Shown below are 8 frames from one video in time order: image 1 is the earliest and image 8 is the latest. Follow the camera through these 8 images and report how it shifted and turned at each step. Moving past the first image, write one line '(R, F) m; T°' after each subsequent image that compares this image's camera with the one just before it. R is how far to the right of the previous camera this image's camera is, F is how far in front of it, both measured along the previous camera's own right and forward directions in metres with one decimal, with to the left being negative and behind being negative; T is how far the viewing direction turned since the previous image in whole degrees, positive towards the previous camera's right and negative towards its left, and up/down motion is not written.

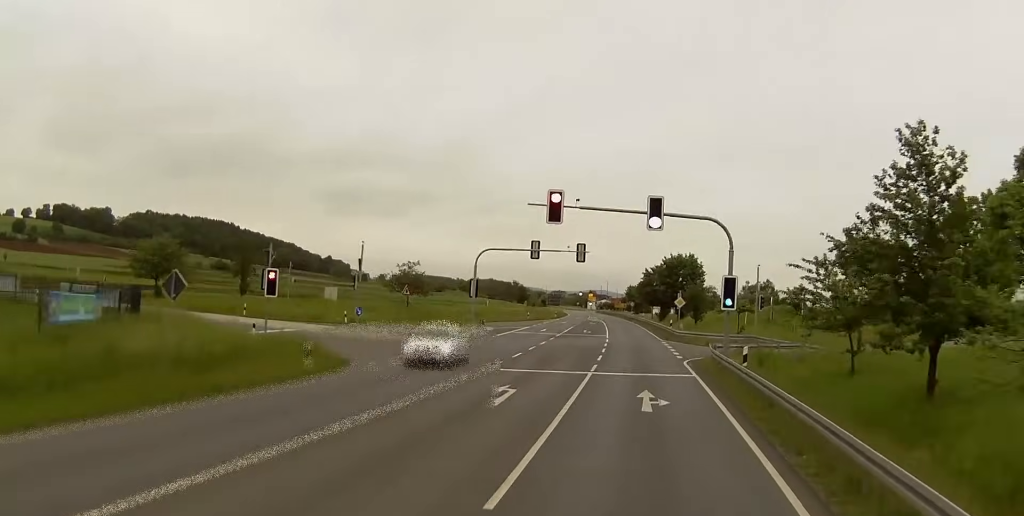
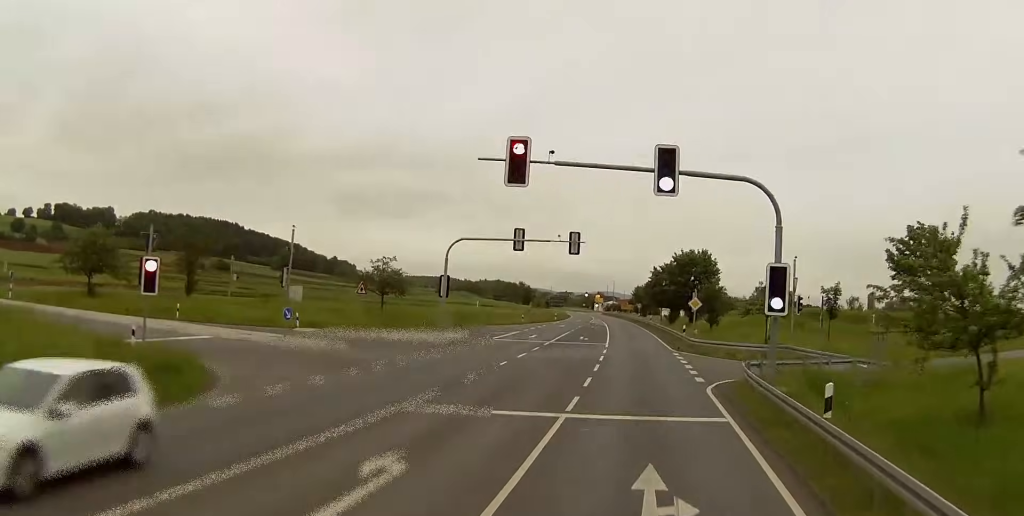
(-0.5, +11.3) m; -1°
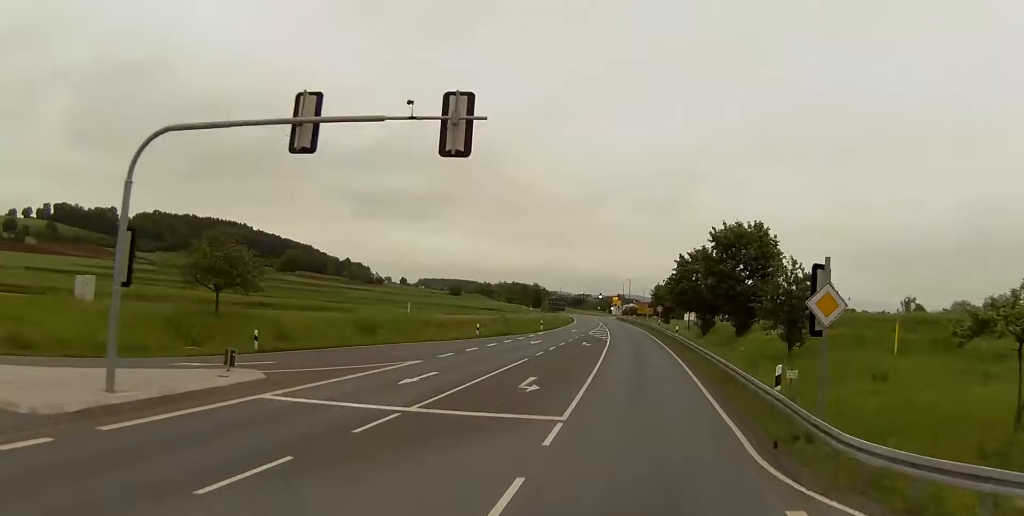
(-0.7, +34.5) m; -2°
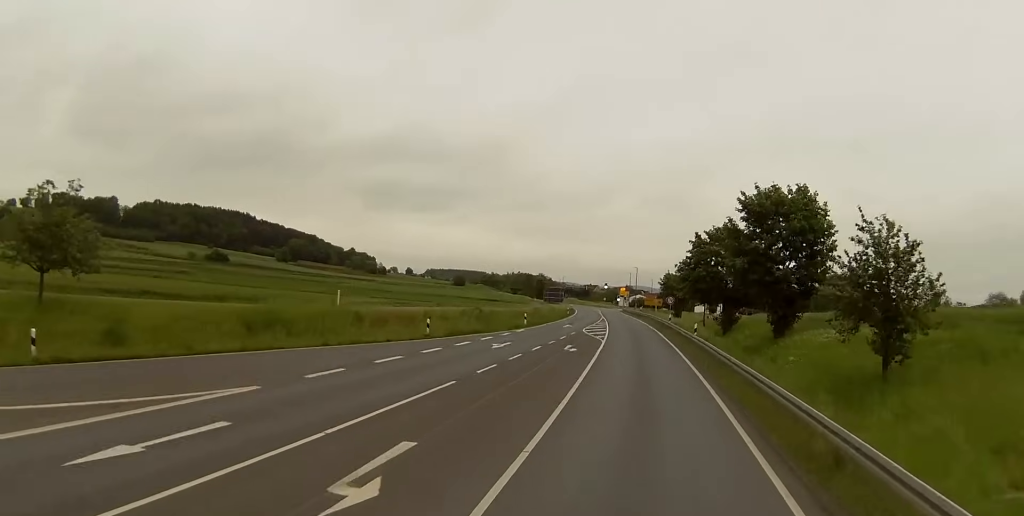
(-0.2, +15.9) m; 0°
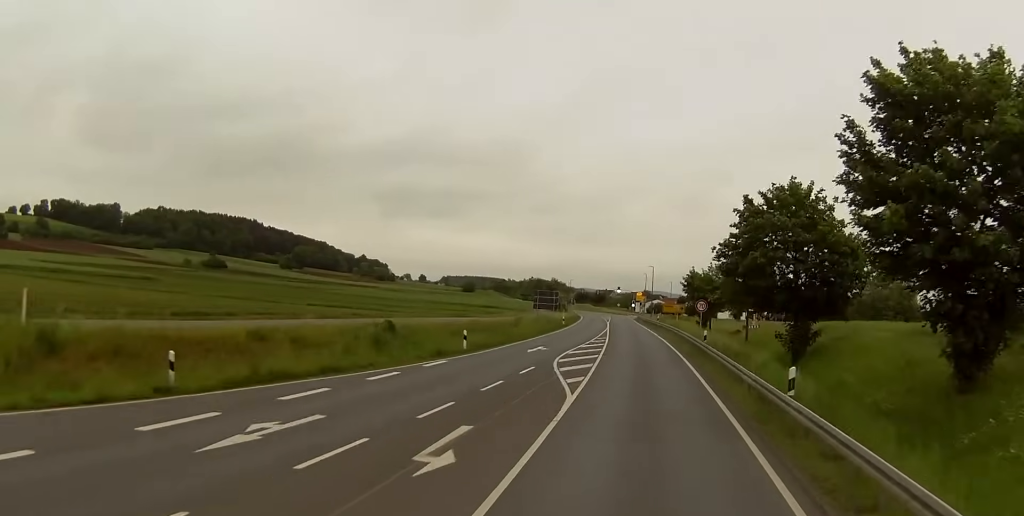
(-0.1, +27.3) m; -1°
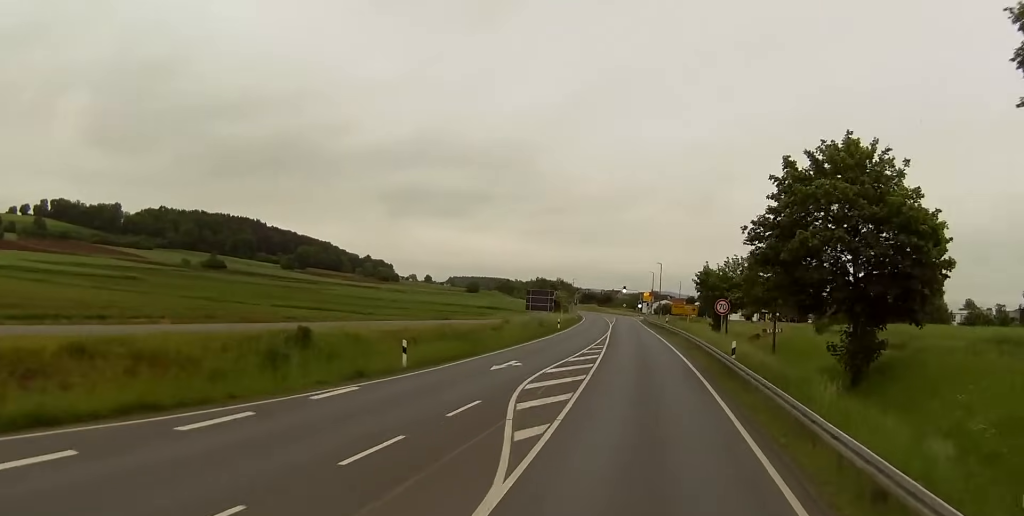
(-0.2, +11.3) m; -1°
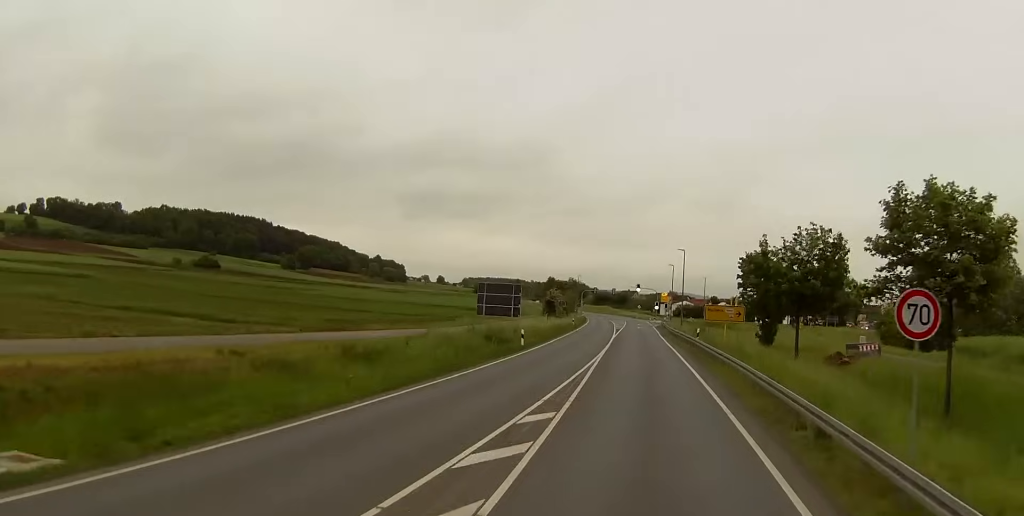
(-0.5, +30.6) m; -1°
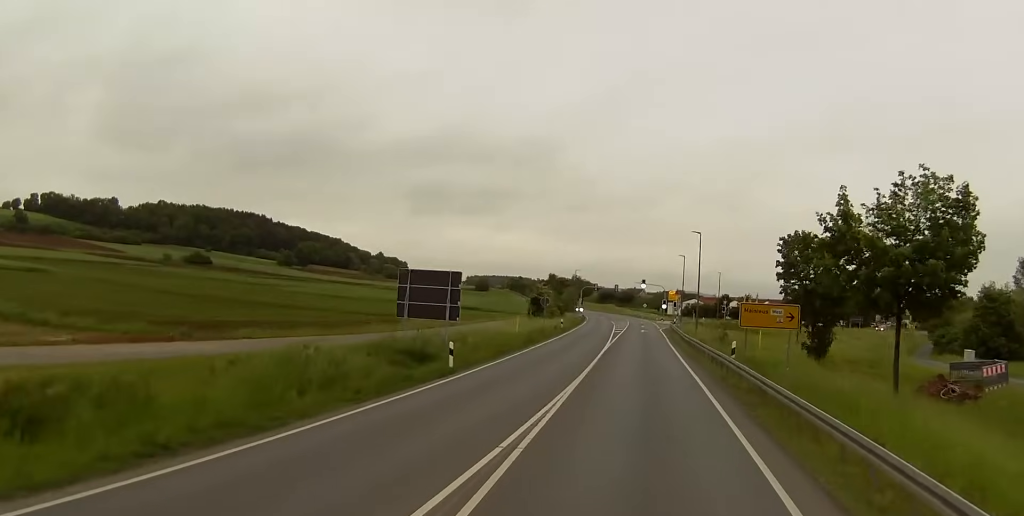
(+0.1, +18.7) m; 0°
